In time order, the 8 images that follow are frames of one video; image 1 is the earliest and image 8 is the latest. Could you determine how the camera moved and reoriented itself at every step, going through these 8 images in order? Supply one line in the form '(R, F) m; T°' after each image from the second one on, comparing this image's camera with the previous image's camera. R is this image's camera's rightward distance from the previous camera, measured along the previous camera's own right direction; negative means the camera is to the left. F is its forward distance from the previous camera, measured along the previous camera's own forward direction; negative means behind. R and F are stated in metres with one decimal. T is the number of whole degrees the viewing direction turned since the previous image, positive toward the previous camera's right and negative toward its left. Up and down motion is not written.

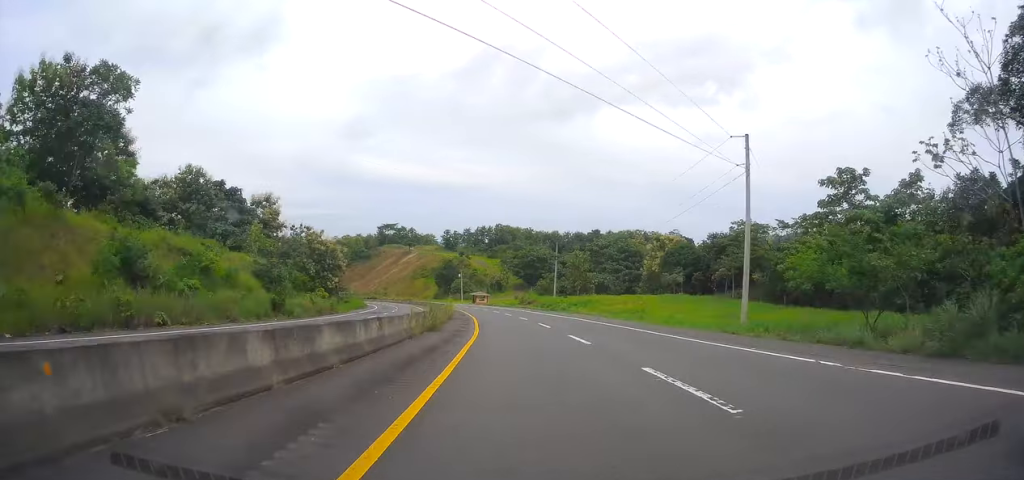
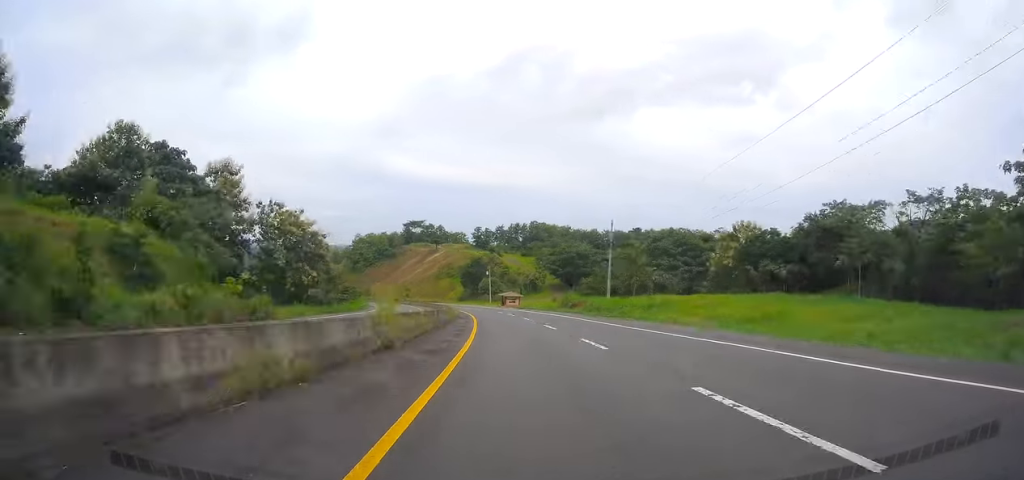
(-1.4, +27.4) m; -4°
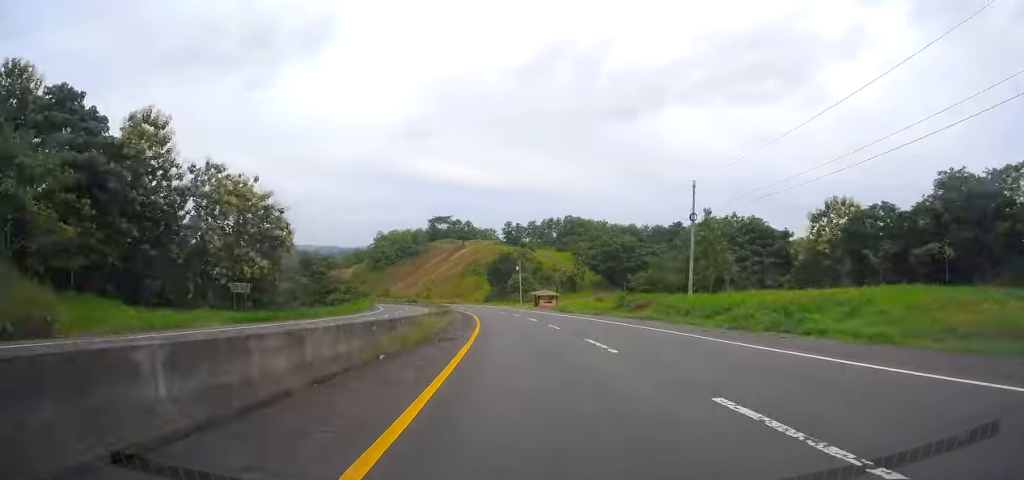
(+0.3, +24.9) m; -3°
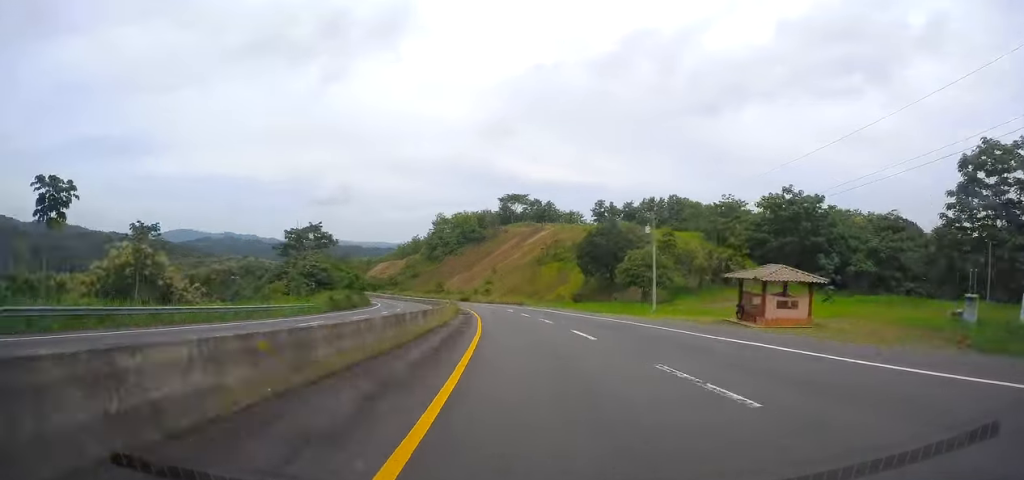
(-5.6, +67.2) m; -8°
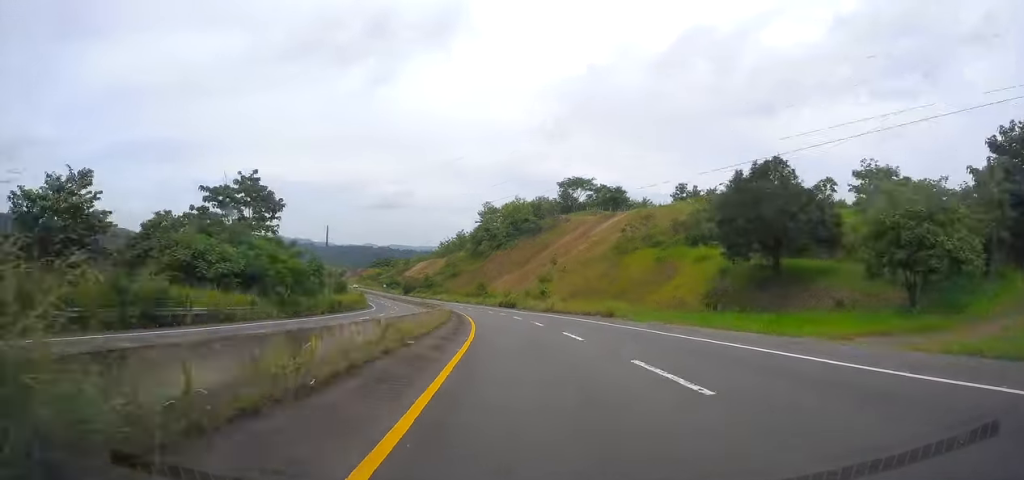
(-1.7, +47.7) m; -6°
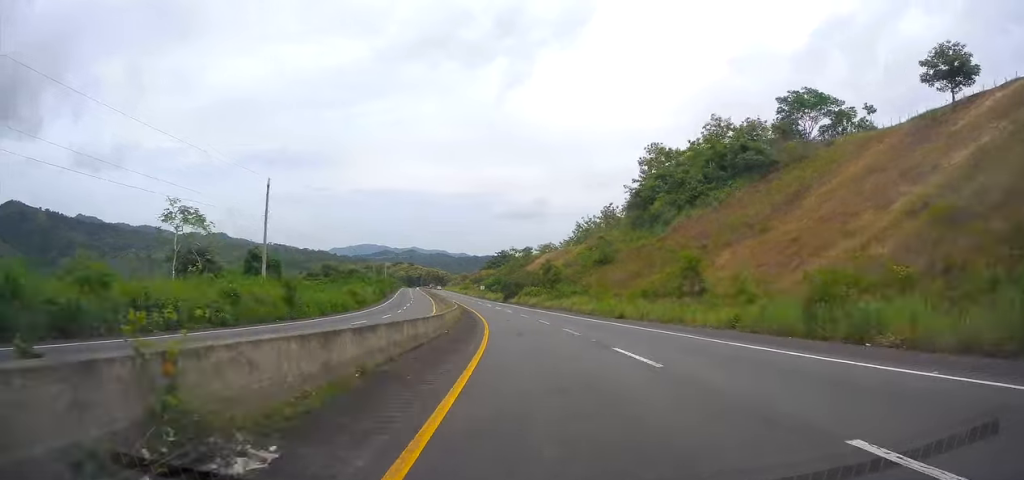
(-13.8, +103.0) m; -14°
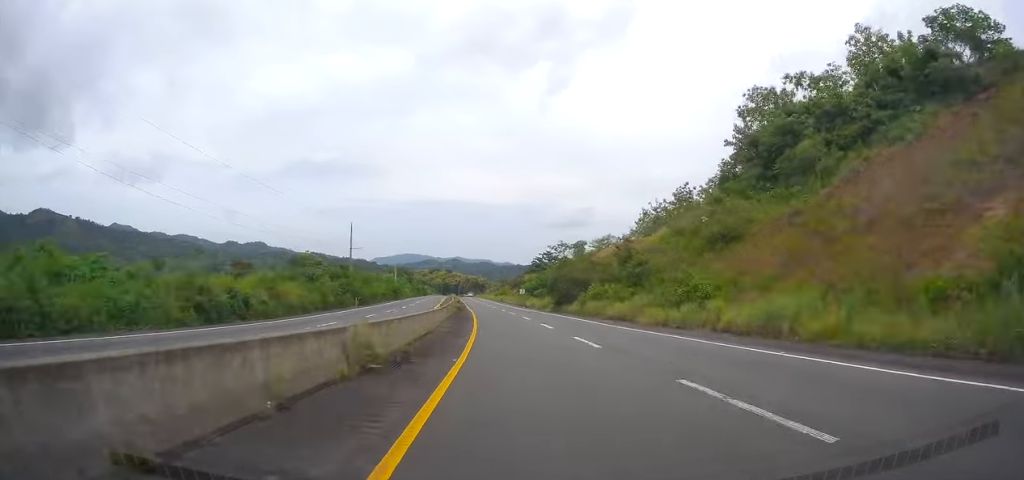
(-1.9, +43.8) m; -5°
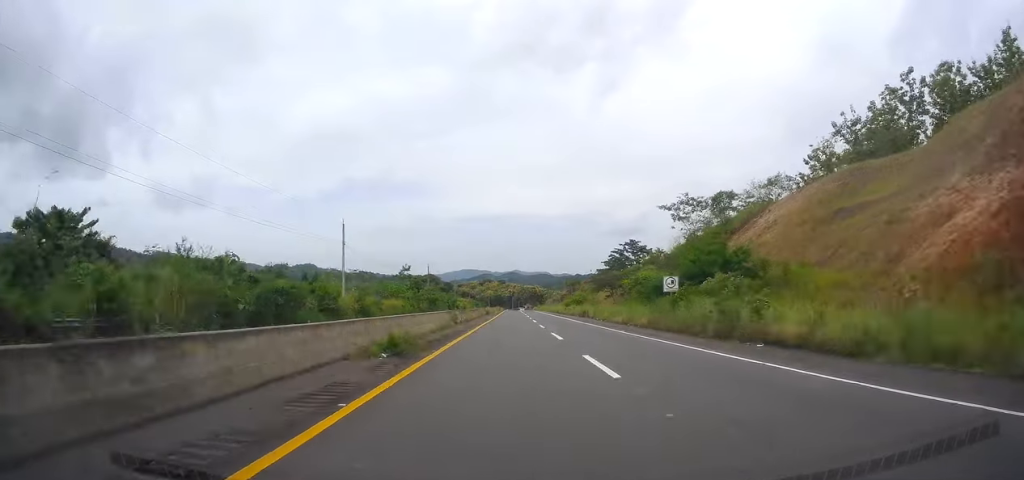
(-5.3, +78.5) m; -6°
